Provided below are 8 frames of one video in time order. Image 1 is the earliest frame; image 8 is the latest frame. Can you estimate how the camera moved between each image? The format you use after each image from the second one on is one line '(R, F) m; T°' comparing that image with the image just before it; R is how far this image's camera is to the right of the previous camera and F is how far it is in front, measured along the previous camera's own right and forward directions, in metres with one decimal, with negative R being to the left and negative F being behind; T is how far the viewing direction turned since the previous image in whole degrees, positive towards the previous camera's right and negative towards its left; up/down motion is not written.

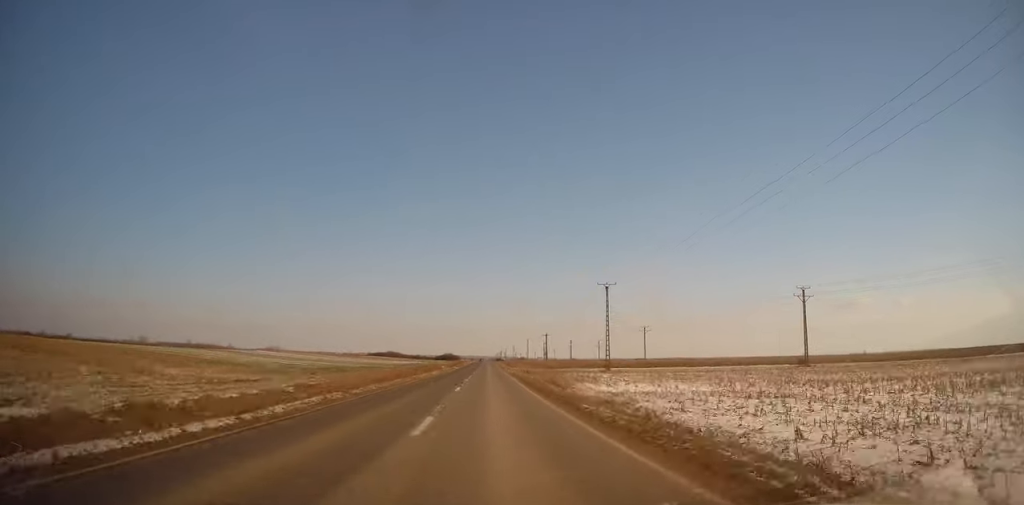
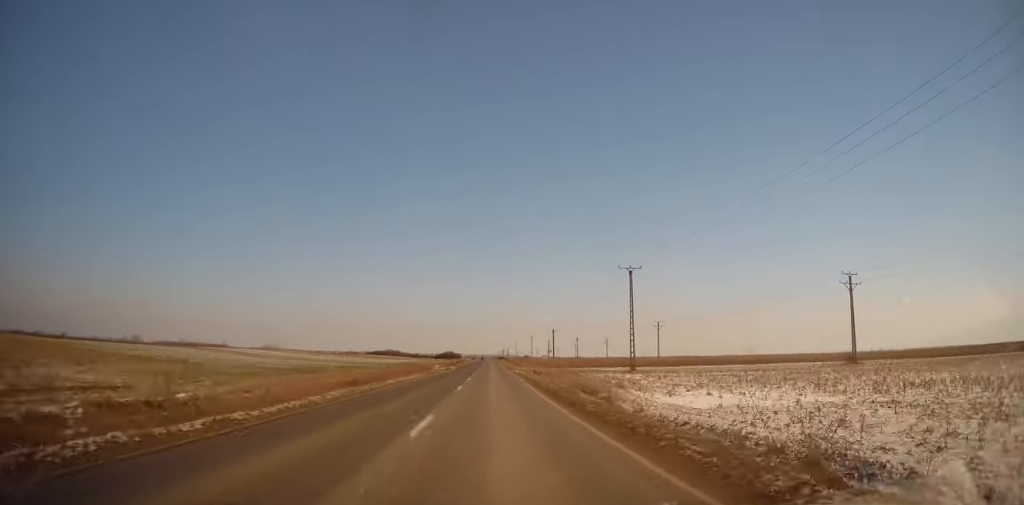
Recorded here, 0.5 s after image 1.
(-0.2, +12.3) m; 0°
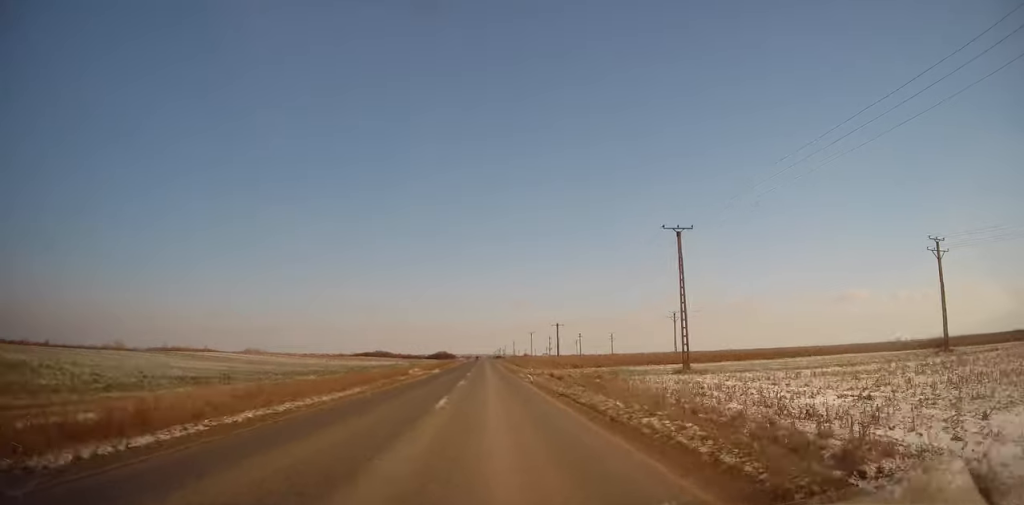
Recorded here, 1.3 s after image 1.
(+0.1, +18.9) m; 0°
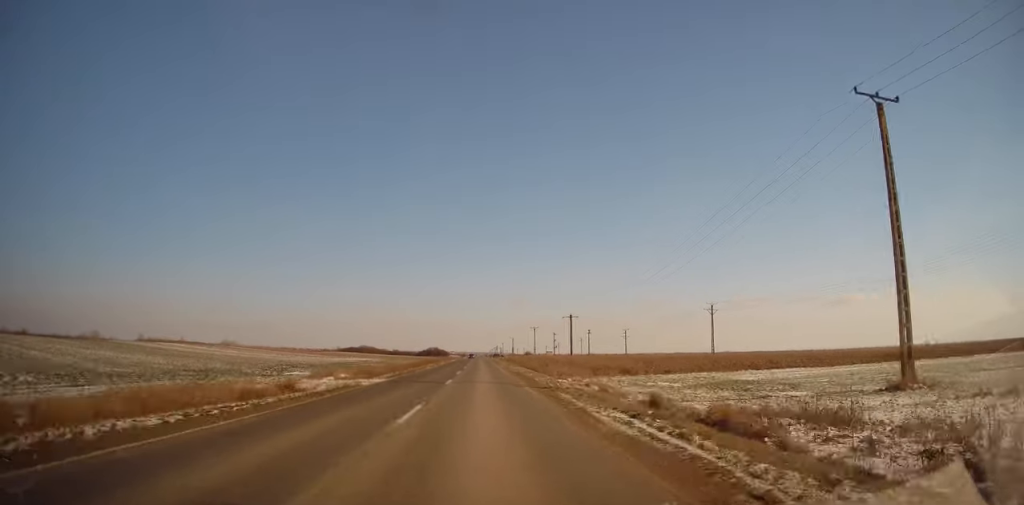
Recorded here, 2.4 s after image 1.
(+0.3, +27.1) m; +1°
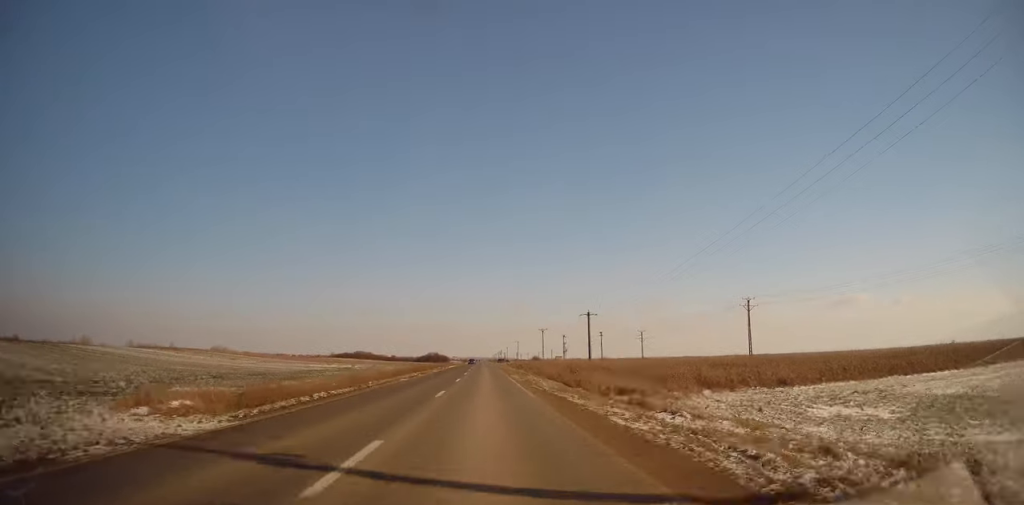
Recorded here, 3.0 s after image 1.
(0.0, +16.6) m; 0°
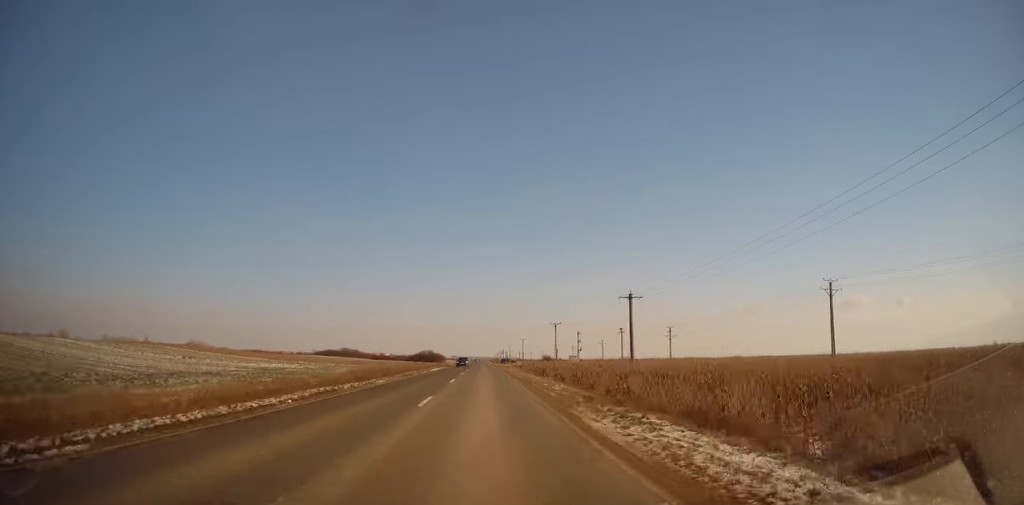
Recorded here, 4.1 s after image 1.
(0.0, +27.5) m; 0°
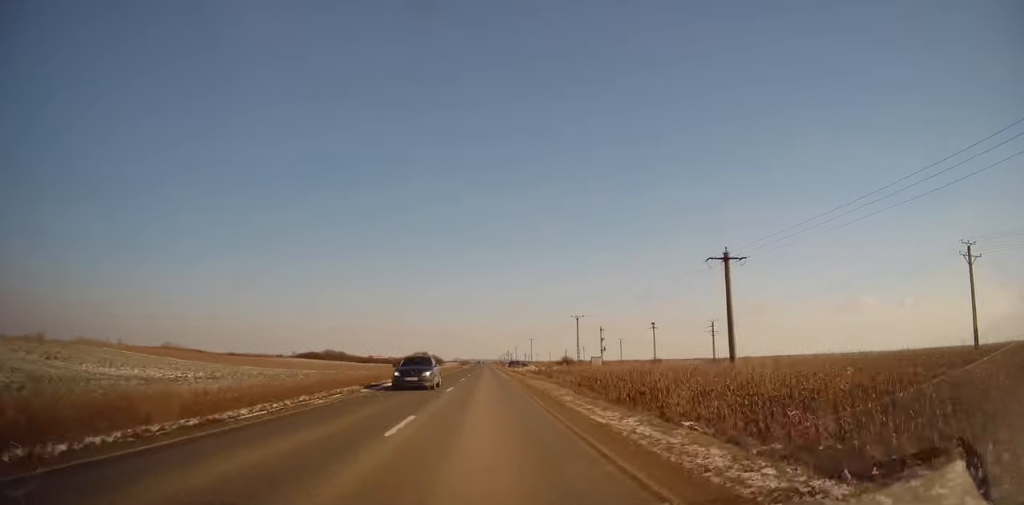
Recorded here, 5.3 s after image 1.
(0.0, +28.4) m; -1°
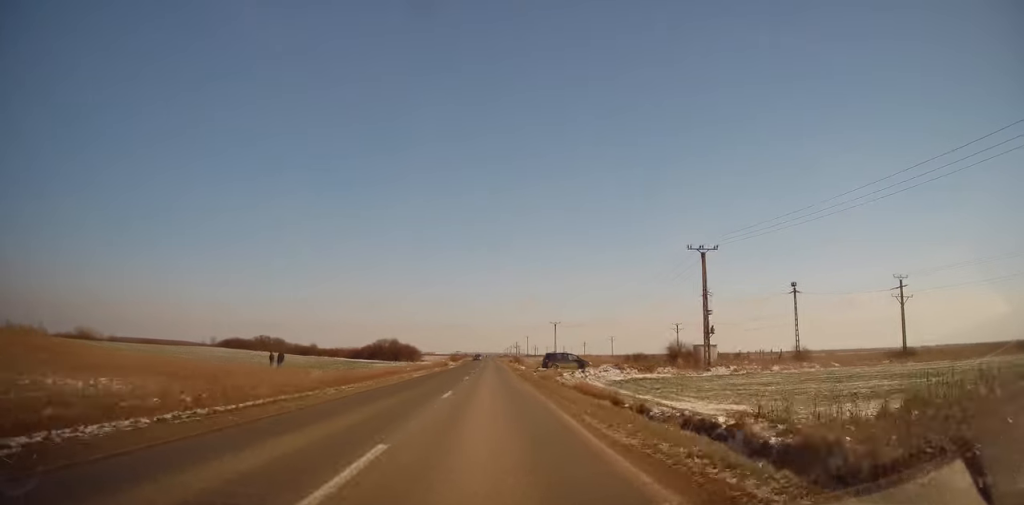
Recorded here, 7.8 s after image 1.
(-0.5, +64.1) m; -1°
